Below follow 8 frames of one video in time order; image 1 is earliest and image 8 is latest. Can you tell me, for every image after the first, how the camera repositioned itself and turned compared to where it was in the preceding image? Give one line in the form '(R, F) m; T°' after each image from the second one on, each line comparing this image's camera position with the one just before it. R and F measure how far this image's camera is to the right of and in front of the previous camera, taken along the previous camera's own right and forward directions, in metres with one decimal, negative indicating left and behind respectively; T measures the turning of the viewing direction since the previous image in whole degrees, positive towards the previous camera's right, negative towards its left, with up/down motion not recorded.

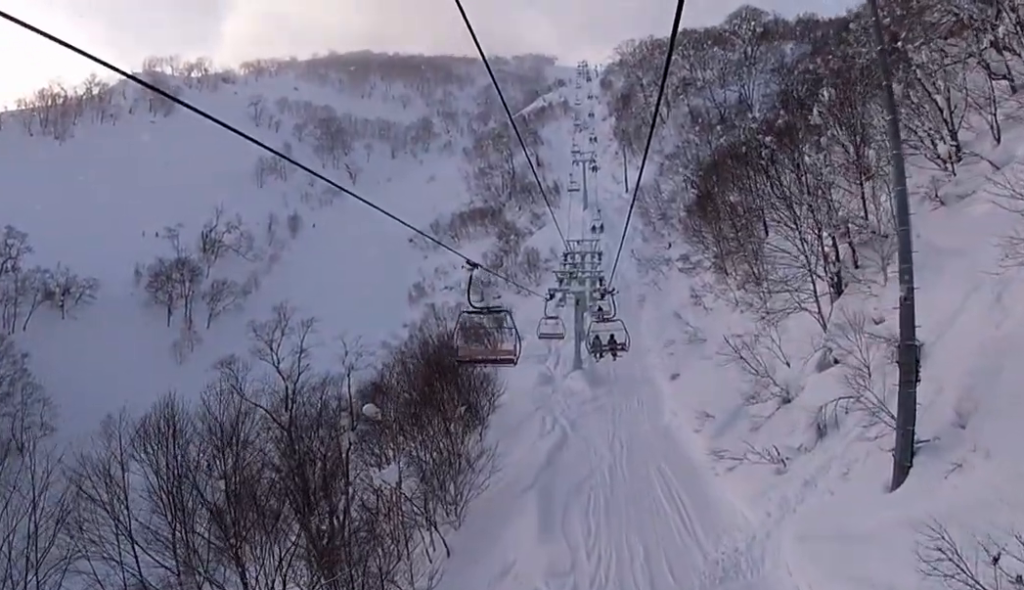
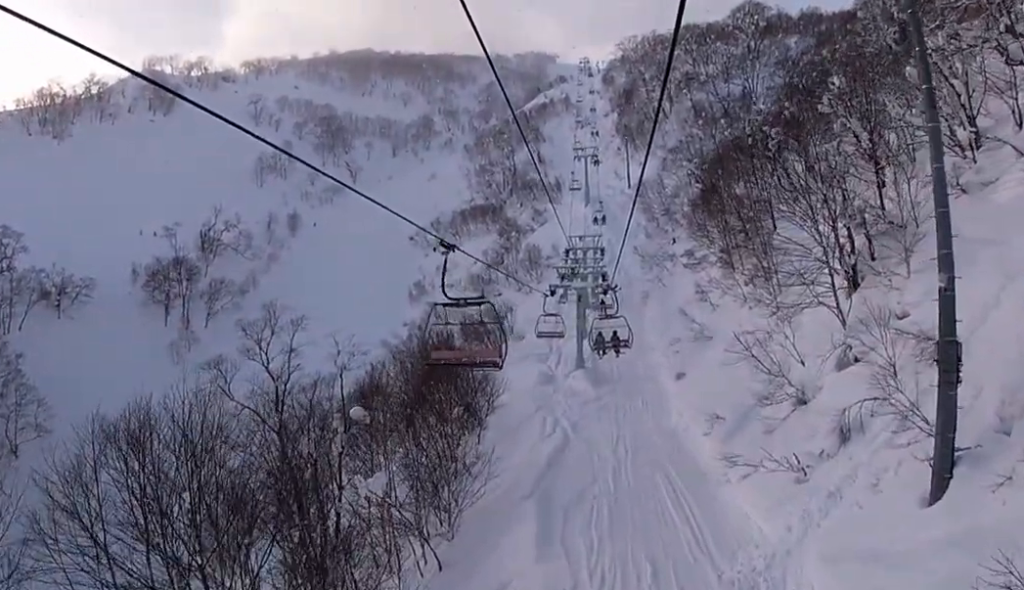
(+0.2, +1.8) m; 0°
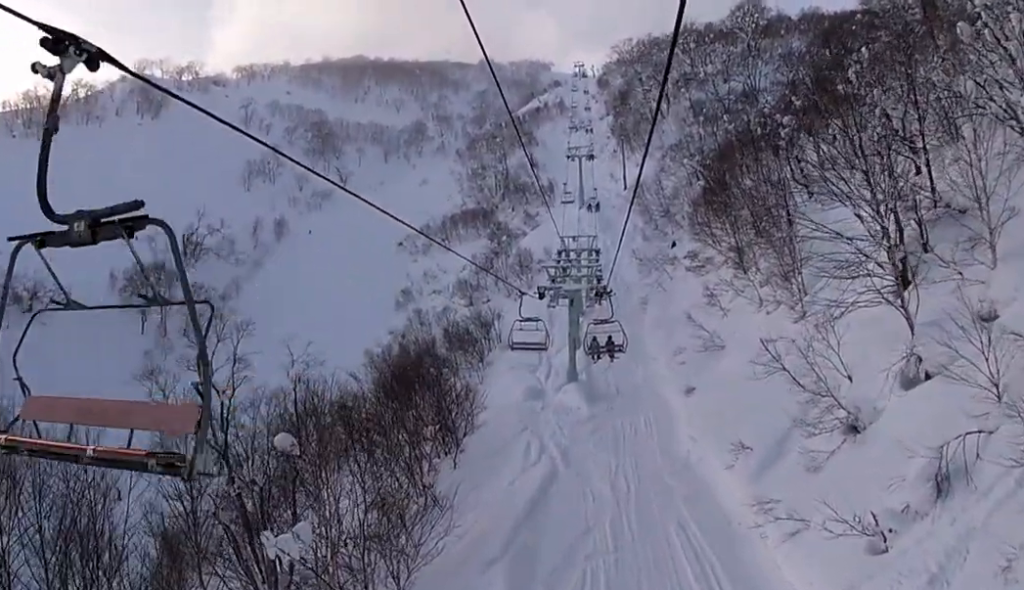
(-0.2, +5.7) m; -5°
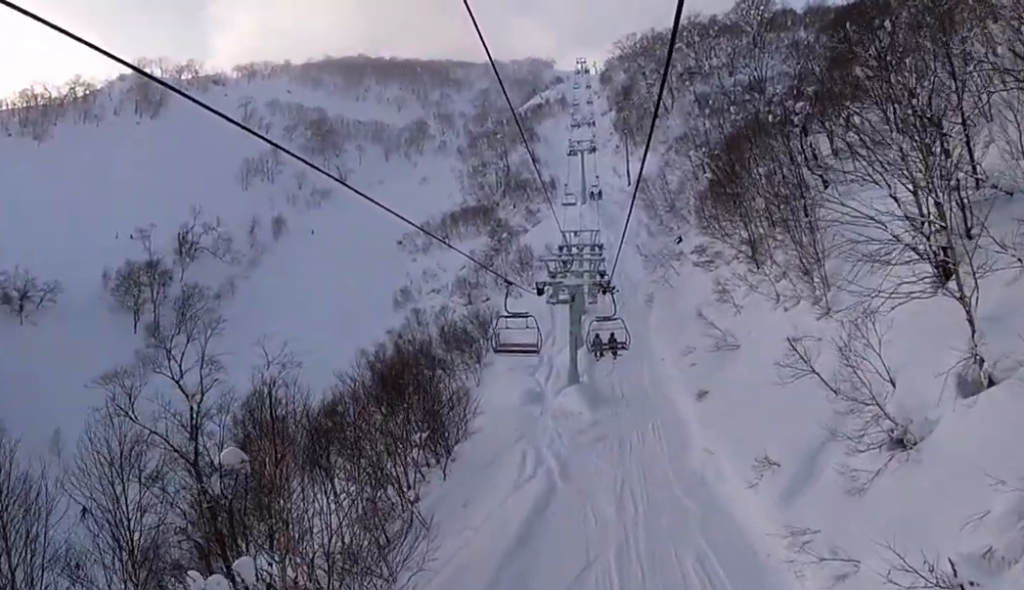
(+0.2, +3.2) m; +4°
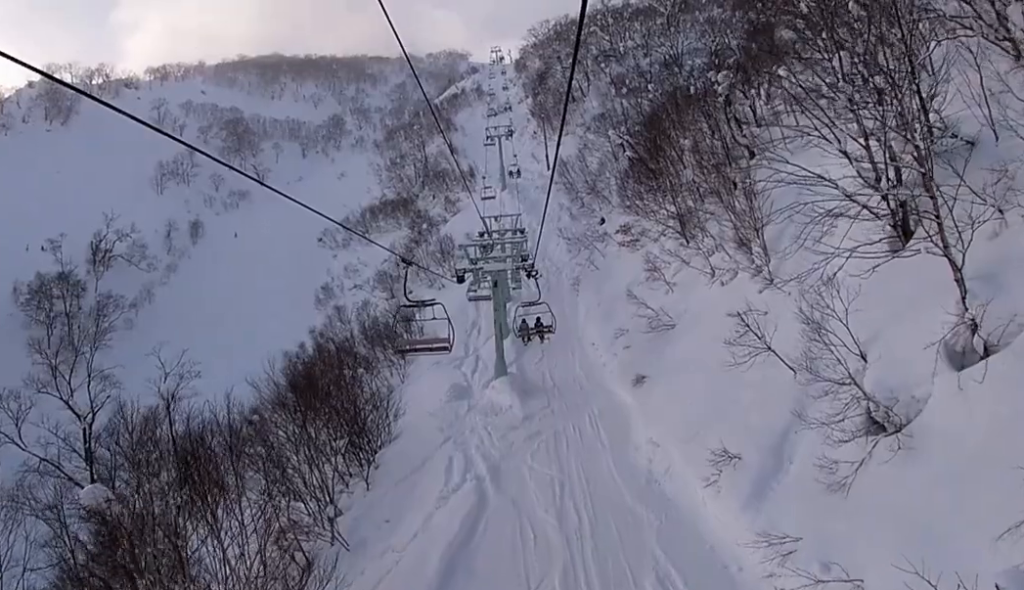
(+0.1, +3.1) m; +5°
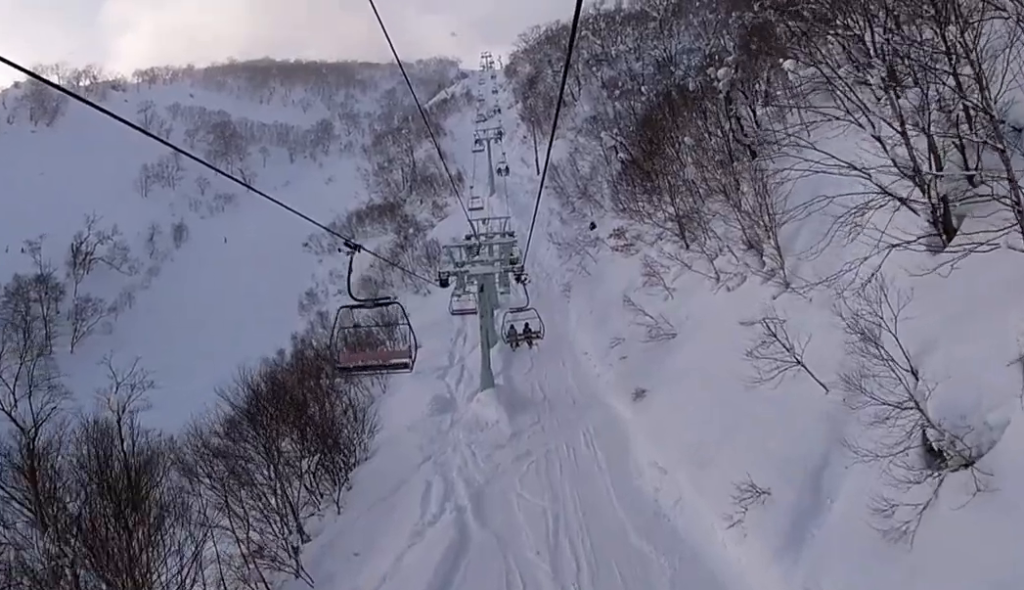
(+0.1, +3.1) m; +3°
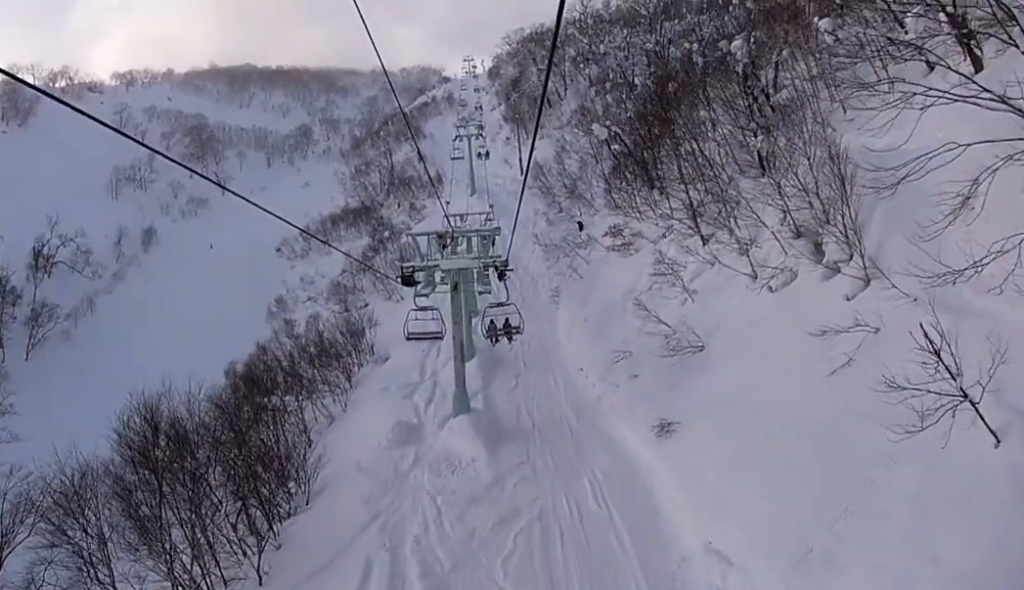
(+0.3, +7.9) m; -6°
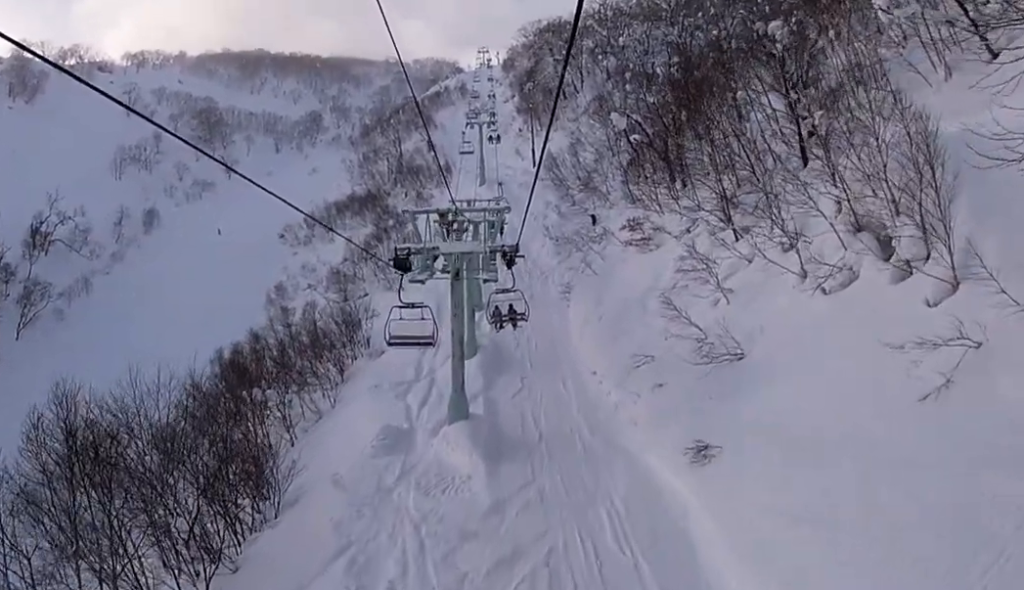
(-0.6, +3.4) m; 0°
